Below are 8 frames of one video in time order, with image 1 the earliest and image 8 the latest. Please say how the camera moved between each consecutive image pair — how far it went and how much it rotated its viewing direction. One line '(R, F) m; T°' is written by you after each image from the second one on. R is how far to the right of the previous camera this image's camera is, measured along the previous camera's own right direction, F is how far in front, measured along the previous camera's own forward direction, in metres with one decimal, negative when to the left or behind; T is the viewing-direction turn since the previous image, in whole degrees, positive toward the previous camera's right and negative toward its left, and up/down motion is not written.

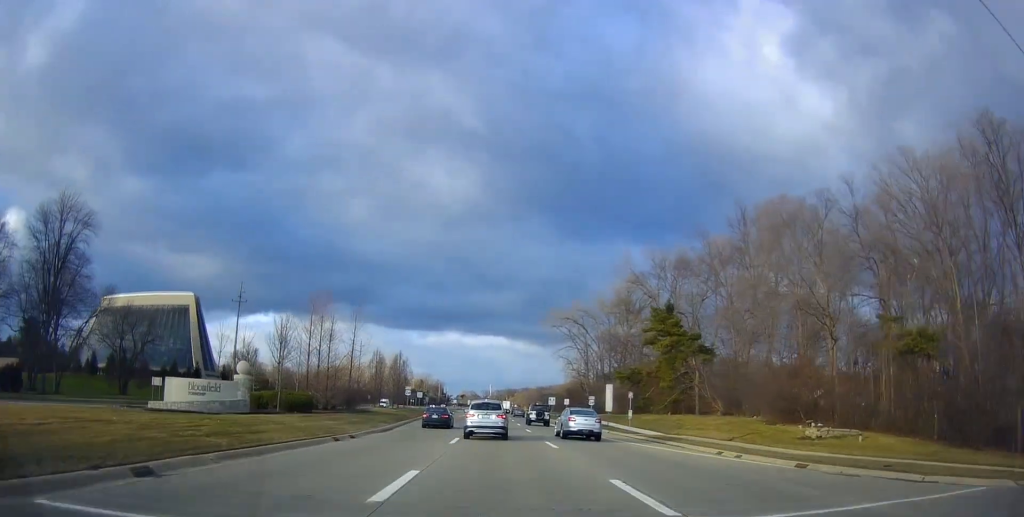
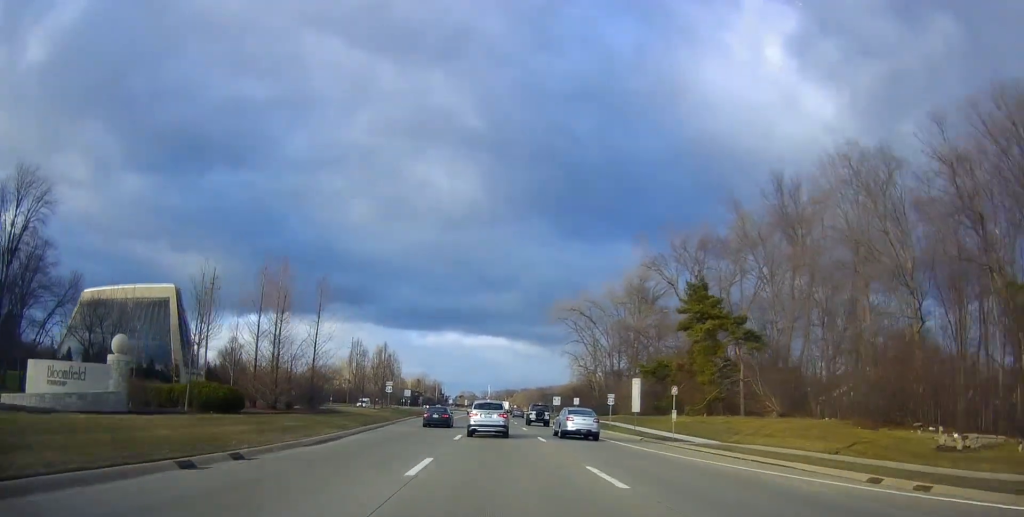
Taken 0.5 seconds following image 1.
(0.0, +11.0) m; 0°
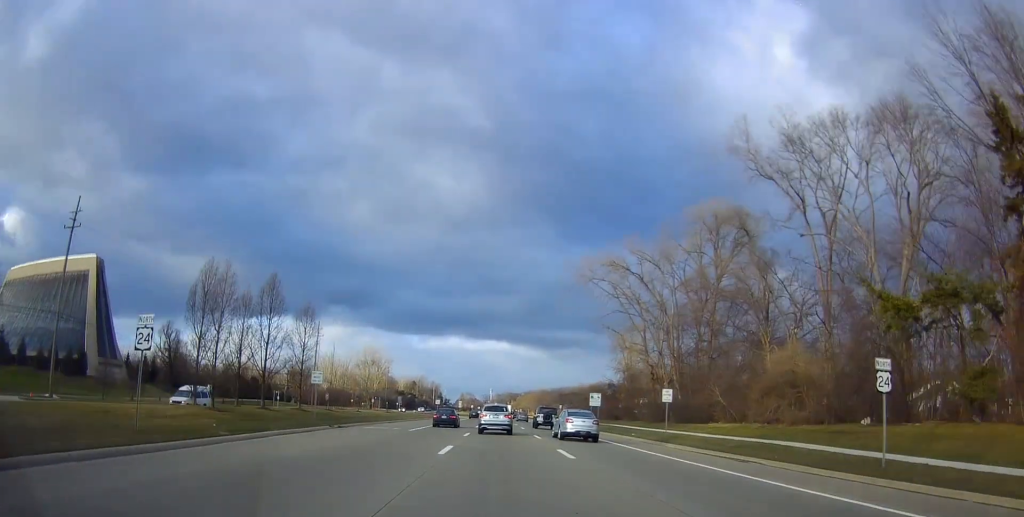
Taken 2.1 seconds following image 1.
(+0.6, +38.5) m; +1°
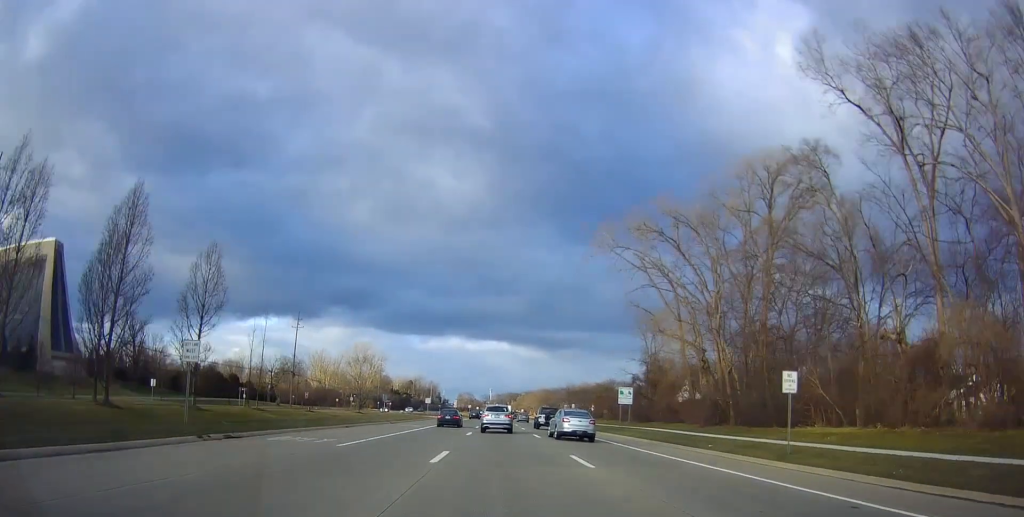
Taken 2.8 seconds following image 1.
(-0.3, +15.7) m; -1°
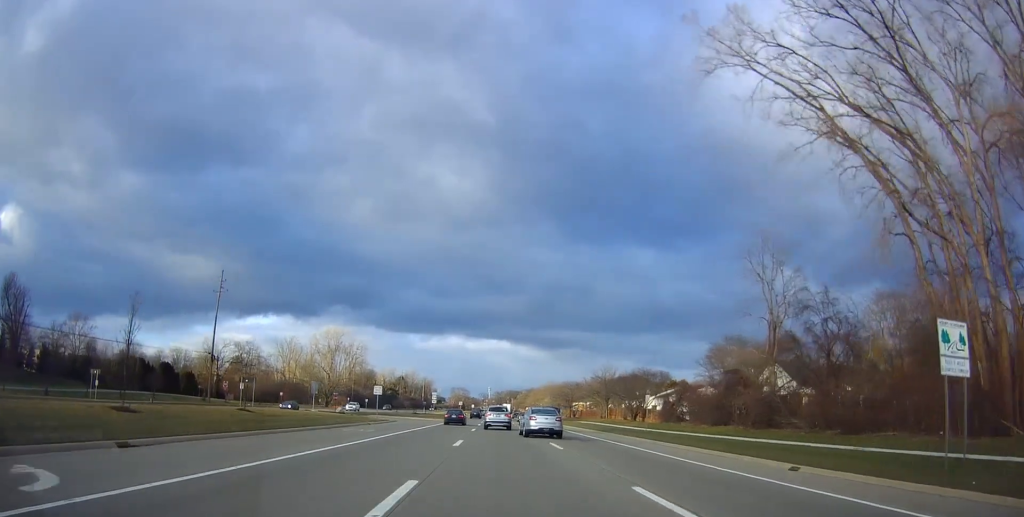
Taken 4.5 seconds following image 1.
(-0.6, +40.1) m; -1°
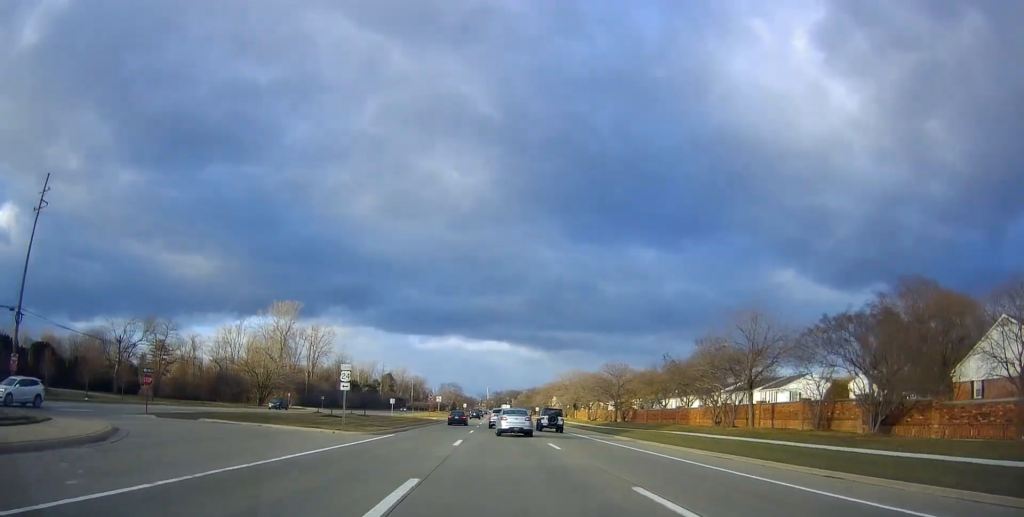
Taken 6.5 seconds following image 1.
(+0.1, +47.2) m; +1°
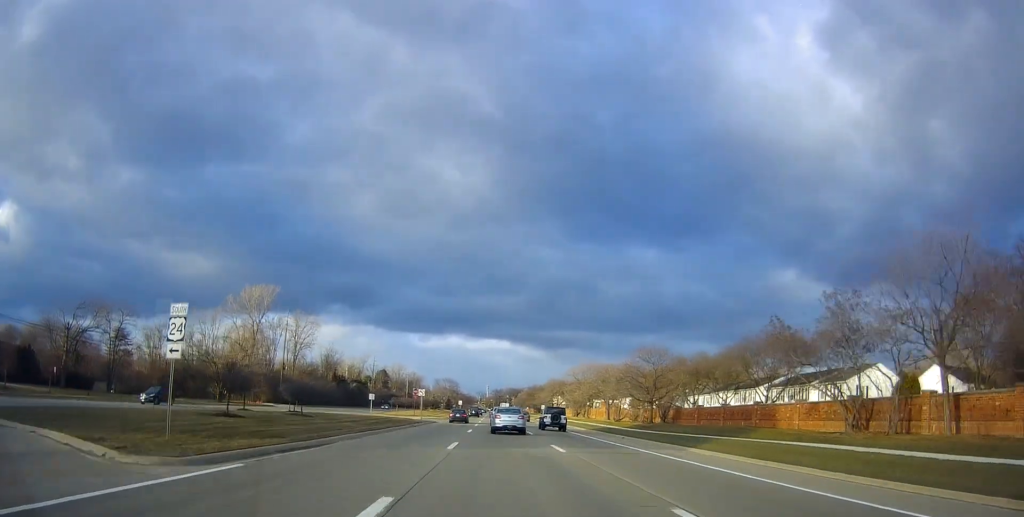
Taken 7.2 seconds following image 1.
(+0.2, +18.0) m; +1°
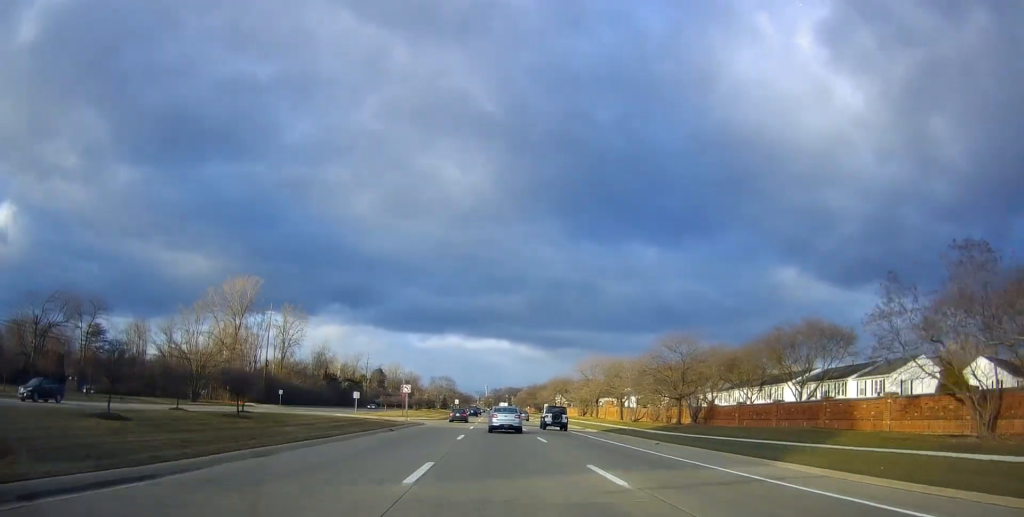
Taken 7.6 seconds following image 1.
(0.0, +9.3) m; 0°
